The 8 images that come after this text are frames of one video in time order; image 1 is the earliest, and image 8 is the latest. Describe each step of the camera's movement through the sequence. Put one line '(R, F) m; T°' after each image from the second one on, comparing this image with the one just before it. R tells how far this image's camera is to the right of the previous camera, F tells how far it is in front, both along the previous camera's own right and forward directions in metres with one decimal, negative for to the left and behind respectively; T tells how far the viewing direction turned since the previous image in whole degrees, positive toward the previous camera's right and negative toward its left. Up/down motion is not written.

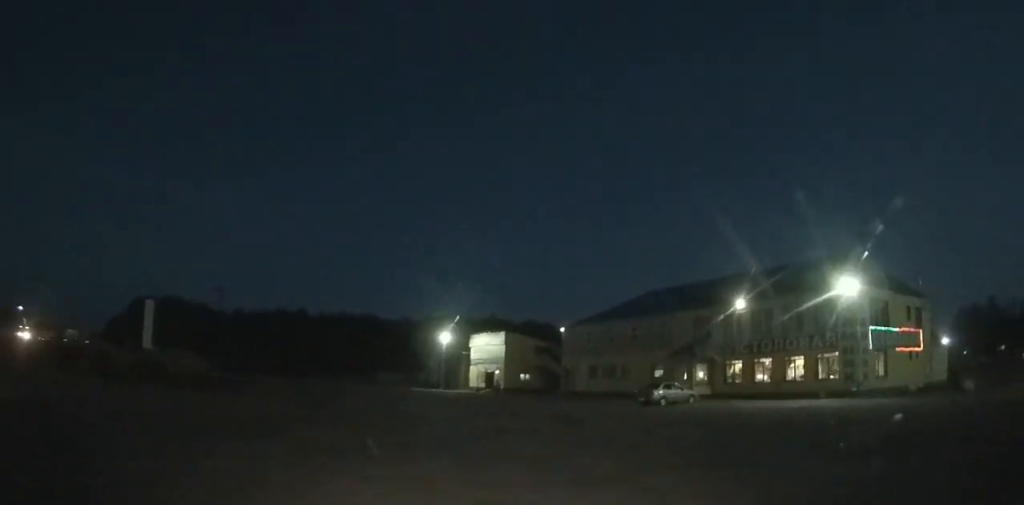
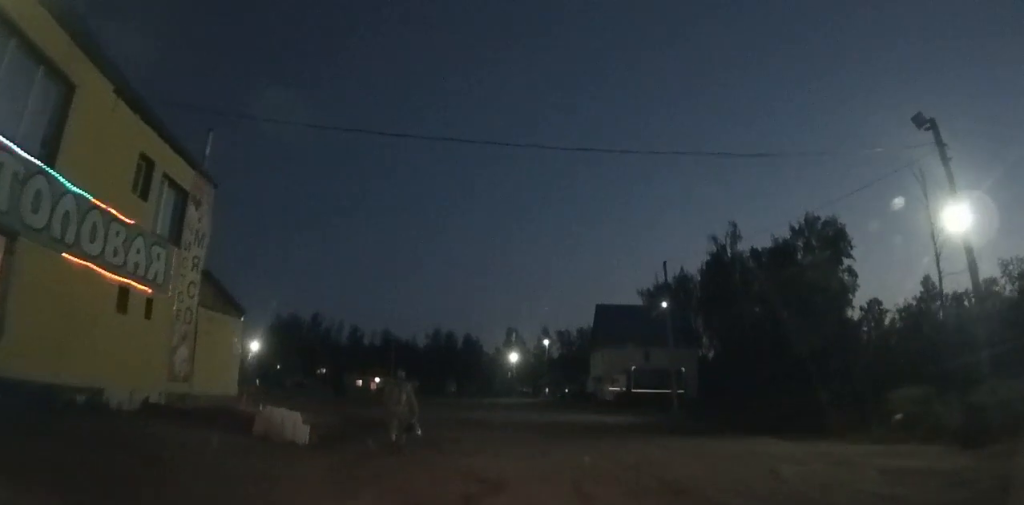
(+16.7, +22.1) m; +58°
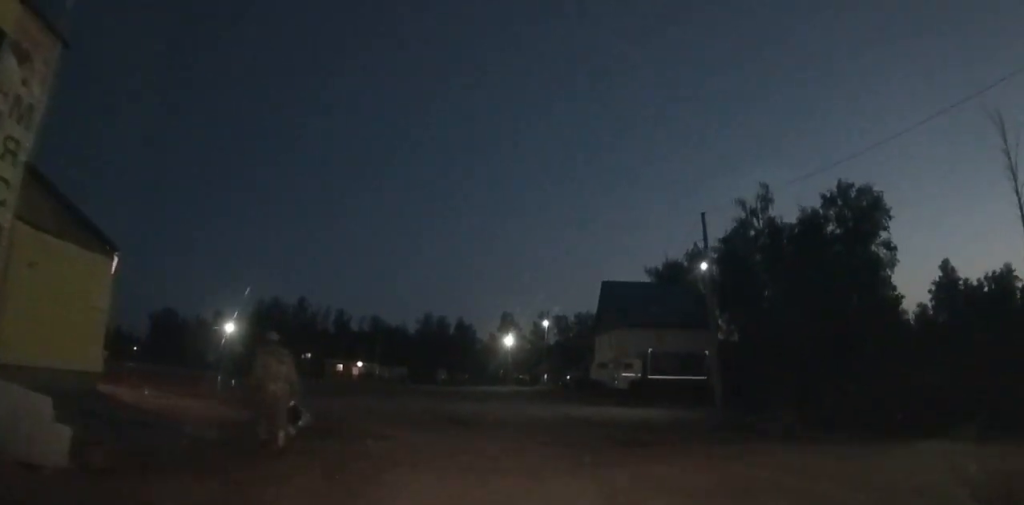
(+0.1, +8.2) m; -1°
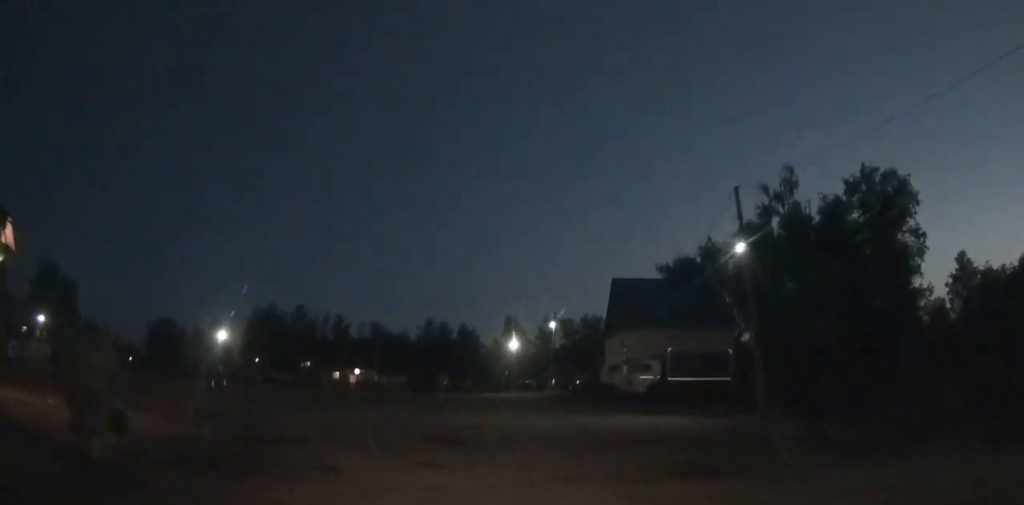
(+0.1, +4.1) m; -2°
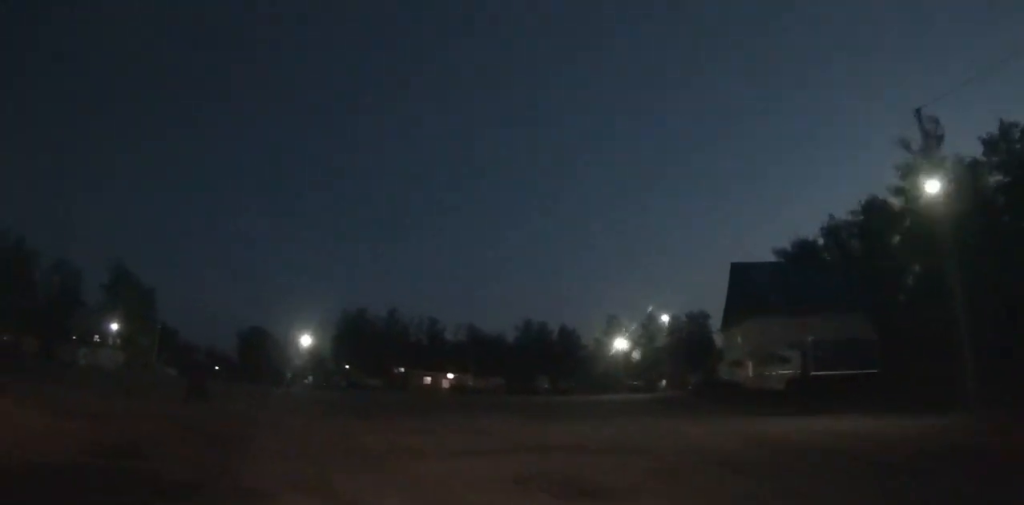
(-0.4, +5.8) m; -8°
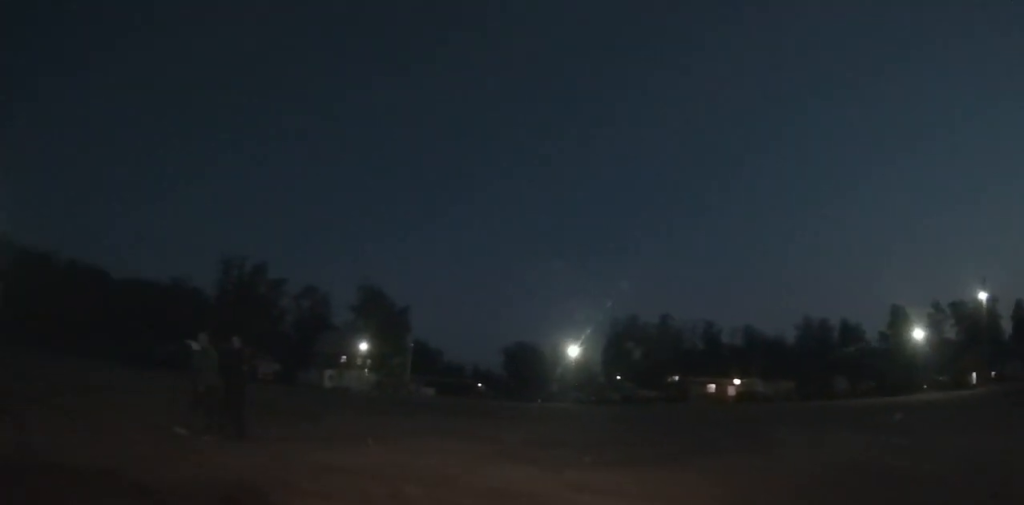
(-1.1, +8.5) m; -18°
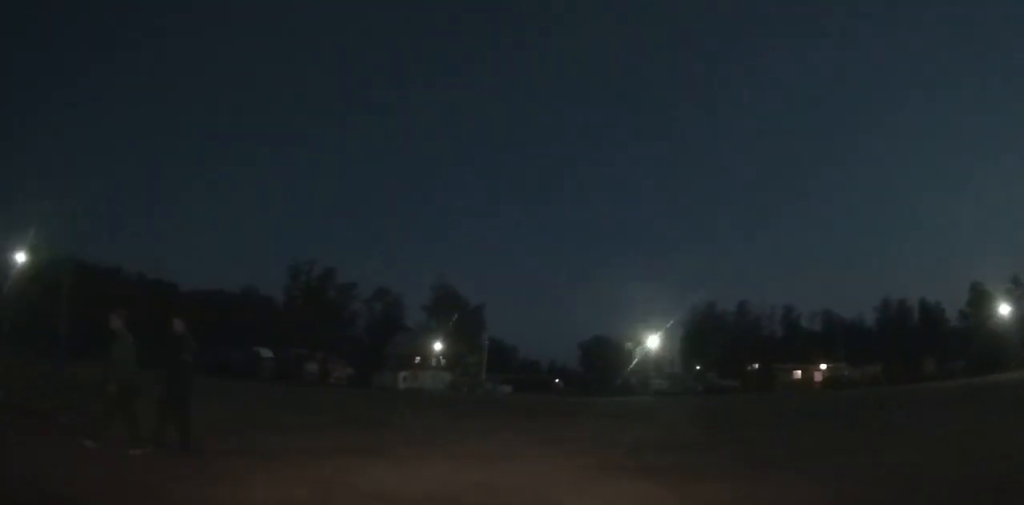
(-0.1, +2.8) m; -8°
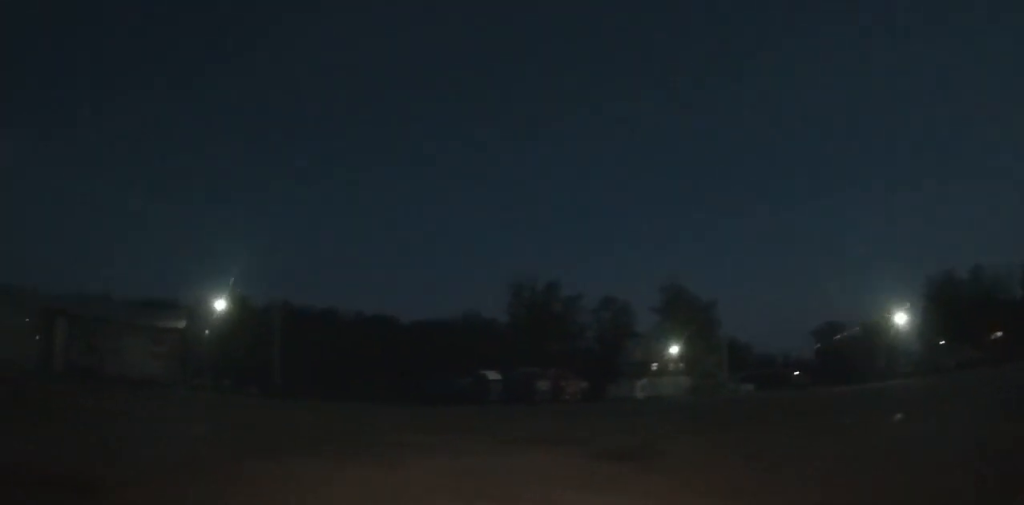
(-0.8, +5.1) m; -21°
